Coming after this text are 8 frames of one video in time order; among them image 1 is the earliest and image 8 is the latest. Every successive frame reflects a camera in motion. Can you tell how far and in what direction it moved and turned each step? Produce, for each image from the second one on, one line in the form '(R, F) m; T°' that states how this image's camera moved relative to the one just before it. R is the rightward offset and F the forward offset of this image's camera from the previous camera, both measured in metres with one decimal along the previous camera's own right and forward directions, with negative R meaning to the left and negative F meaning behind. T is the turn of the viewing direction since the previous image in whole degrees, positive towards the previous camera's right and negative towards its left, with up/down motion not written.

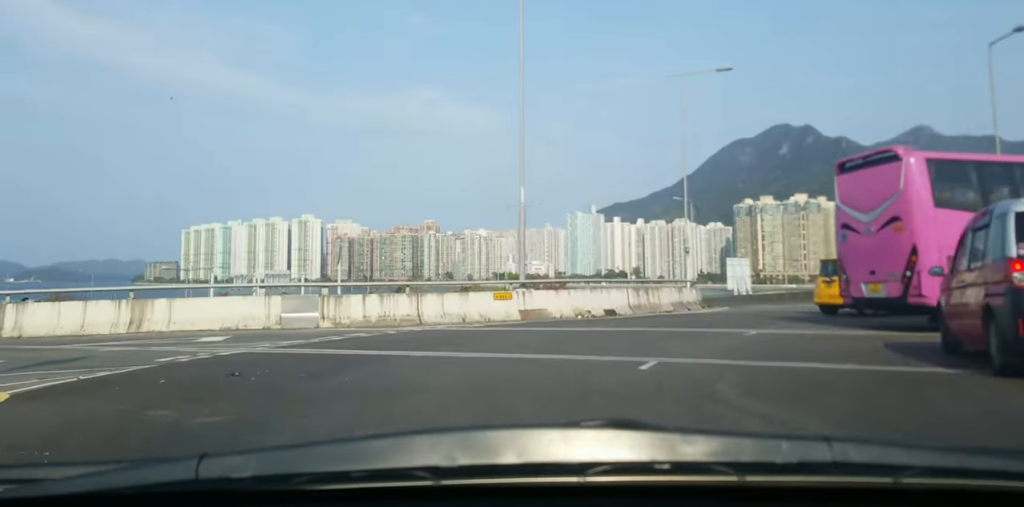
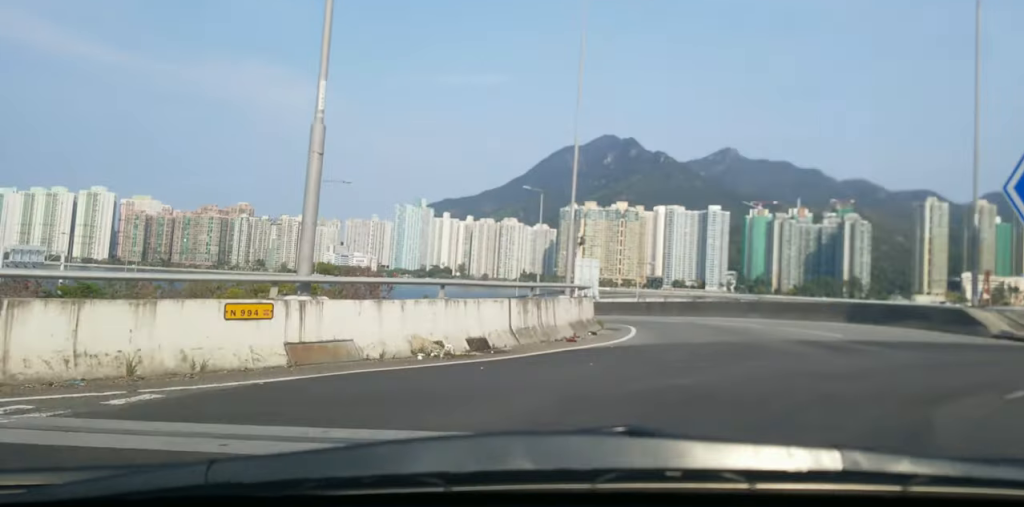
(+1.2, +9.8) m; +26°
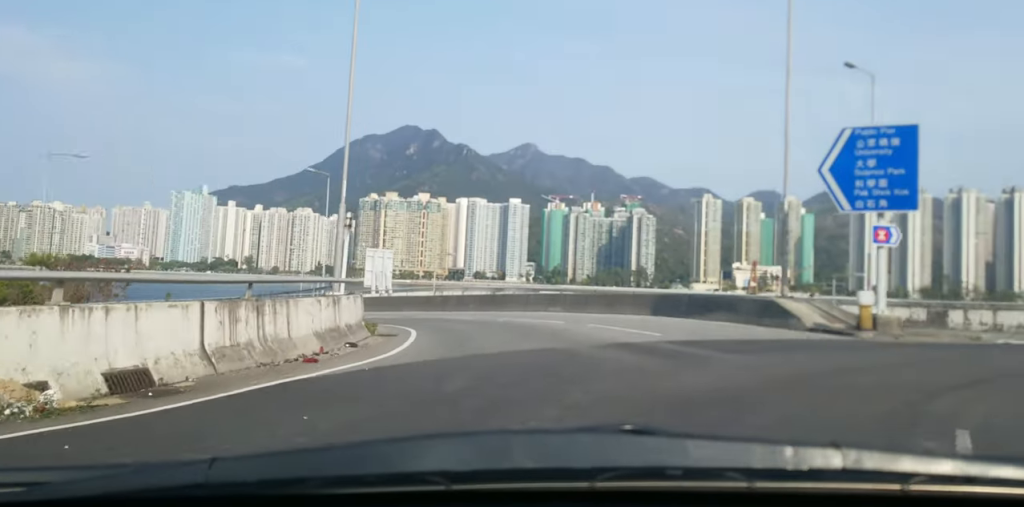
(+0.7, +4.0) m; +15°
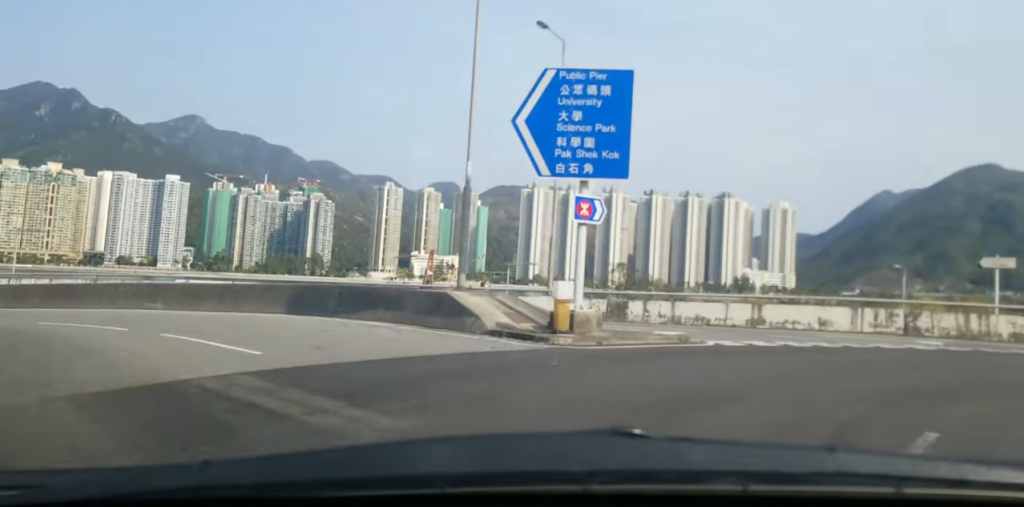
(+1.2, +6.1) m; +23°
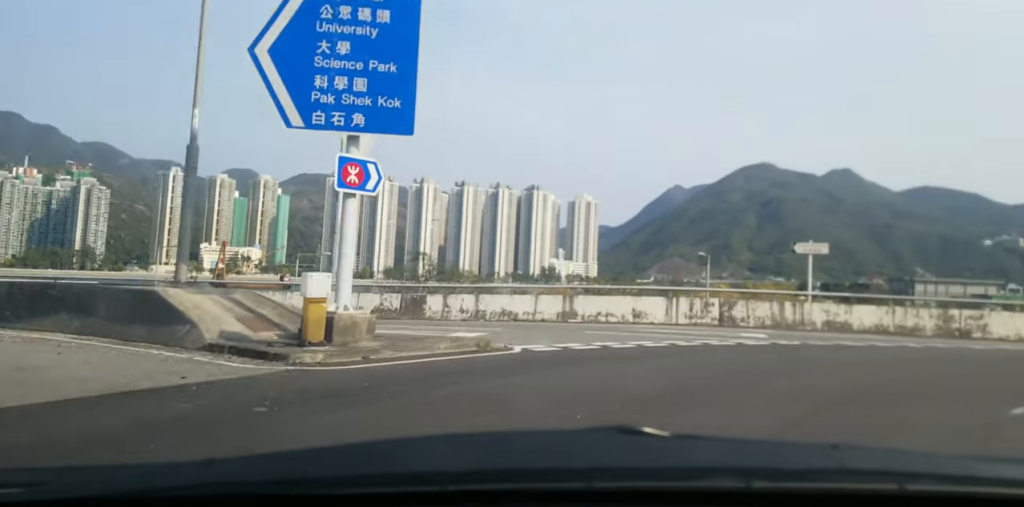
(+0.1, +4.0) m; +15°
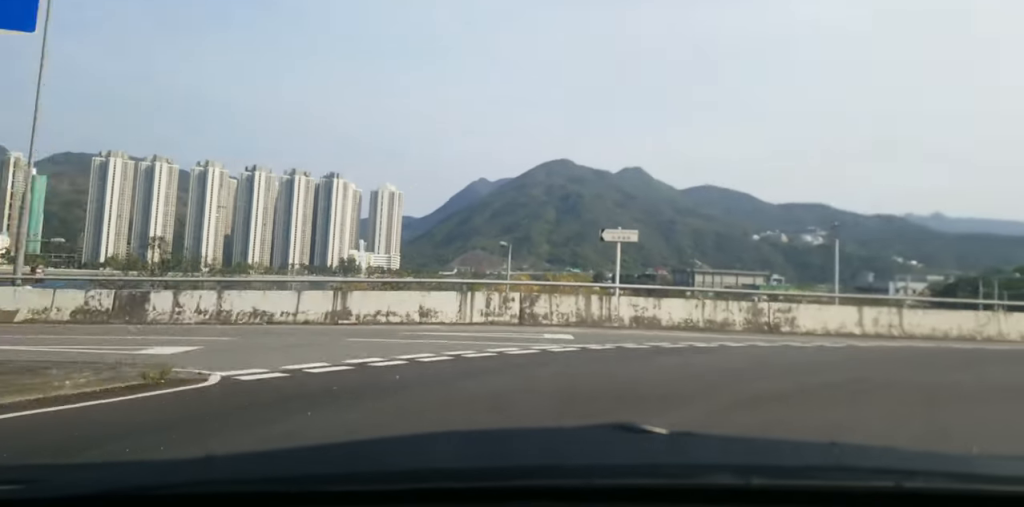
(+0.9, +3.9) m; +12°
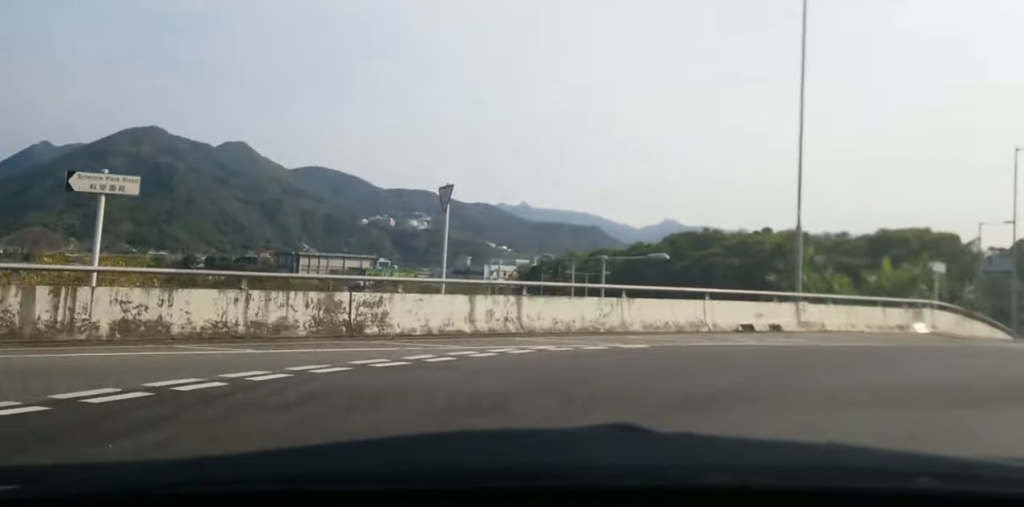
(+1.7, +8.3) m; +26°
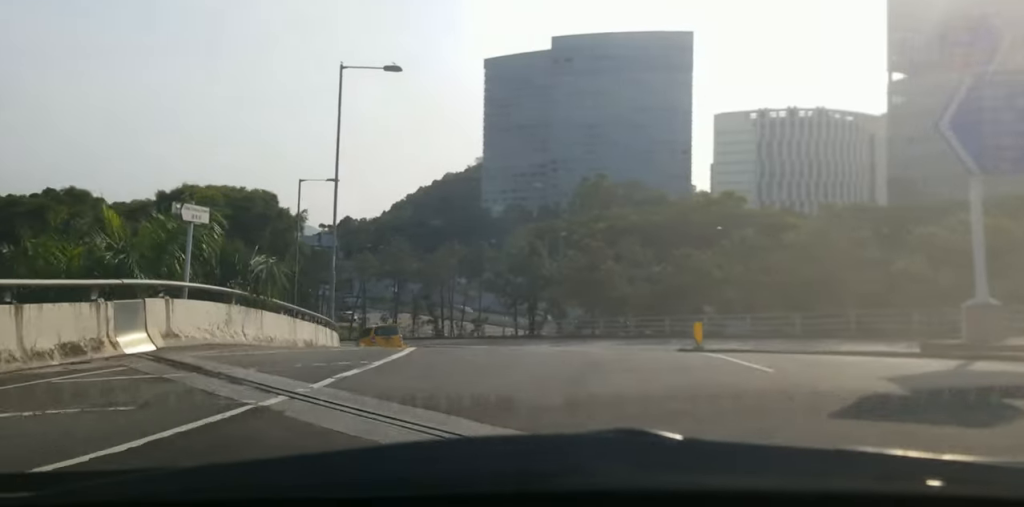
(+8.0, +17.2) m; +39°
